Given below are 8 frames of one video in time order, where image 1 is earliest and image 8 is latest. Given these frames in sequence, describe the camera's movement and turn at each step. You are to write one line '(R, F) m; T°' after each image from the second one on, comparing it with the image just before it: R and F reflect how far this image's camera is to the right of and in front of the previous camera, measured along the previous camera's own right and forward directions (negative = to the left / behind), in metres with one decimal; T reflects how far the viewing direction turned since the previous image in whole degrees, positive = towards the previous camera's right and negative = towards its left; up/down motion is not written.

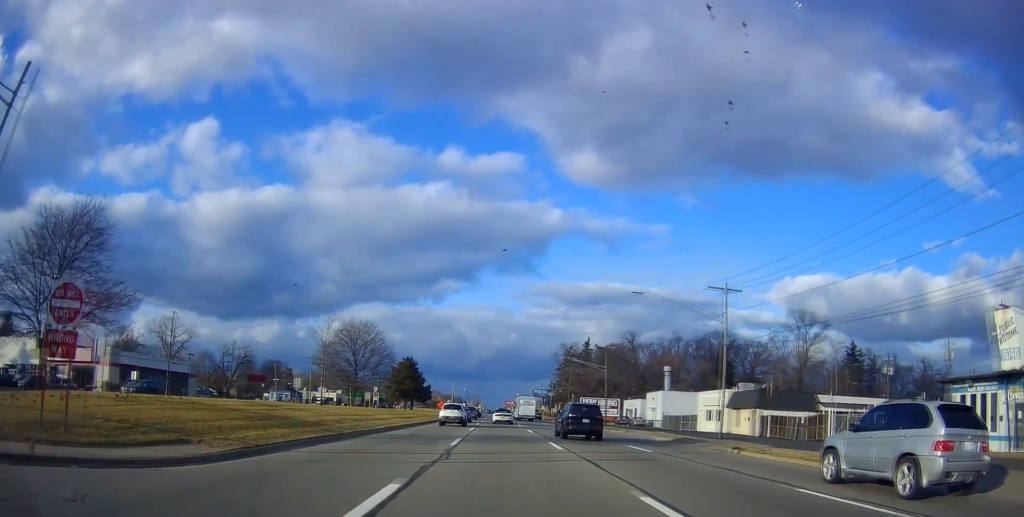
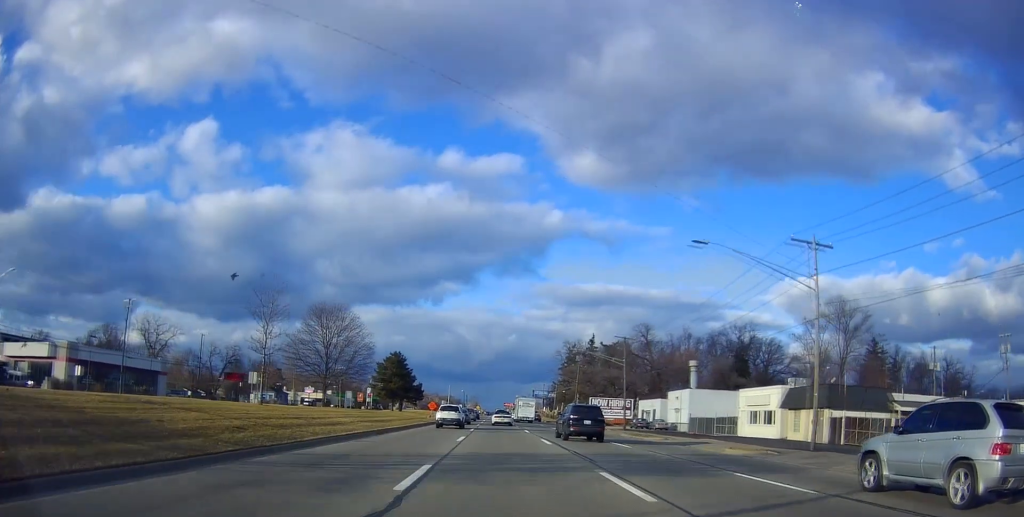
(-0.1, +11.6) m; 0°
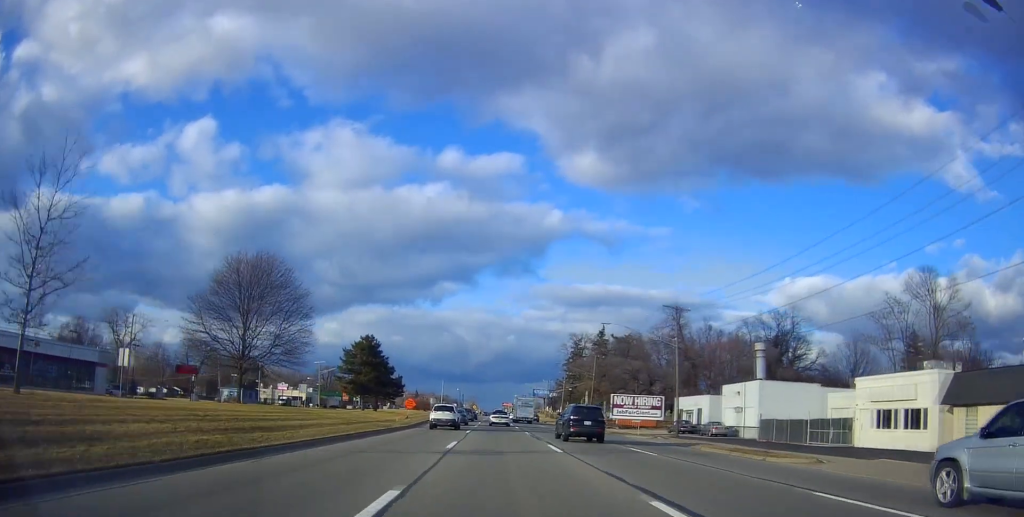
(-0.3, +19.5) m; 0°
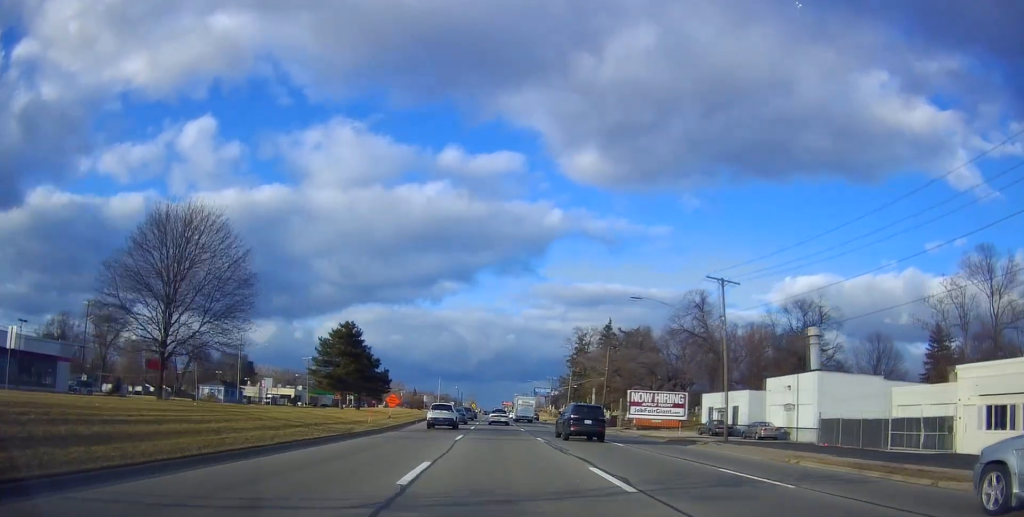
(+0.4, +10.1) m; 0°
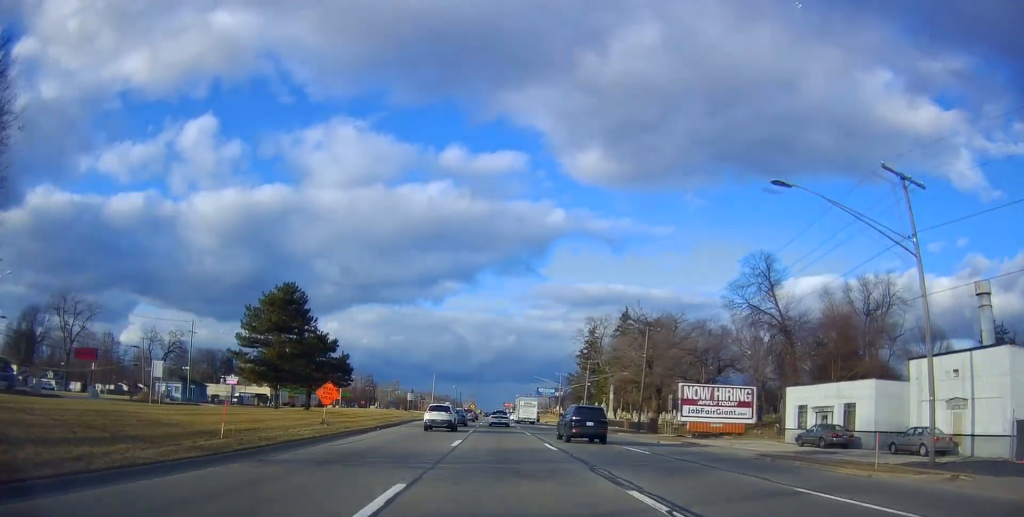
(-0.3, +19.3) m; 0°
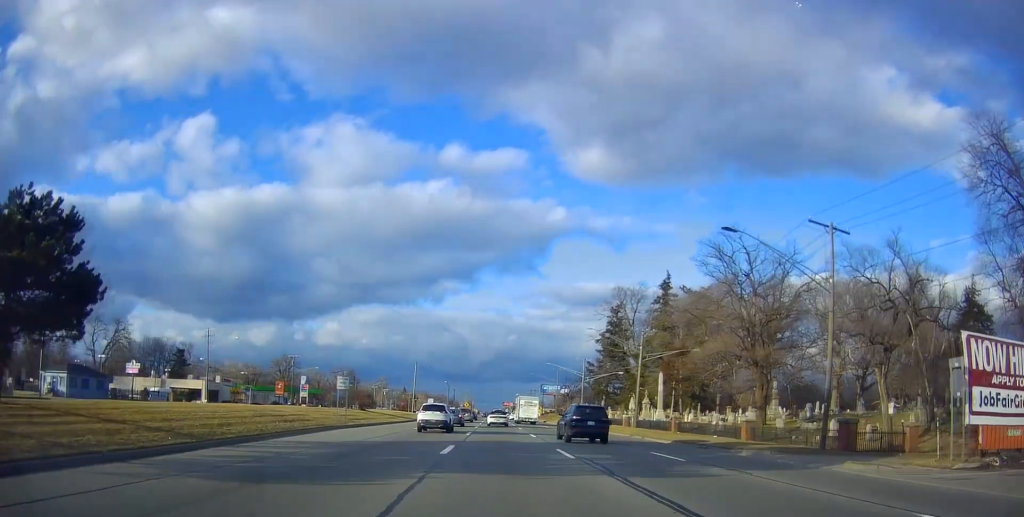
(+0.7, +34.7) m; +2°
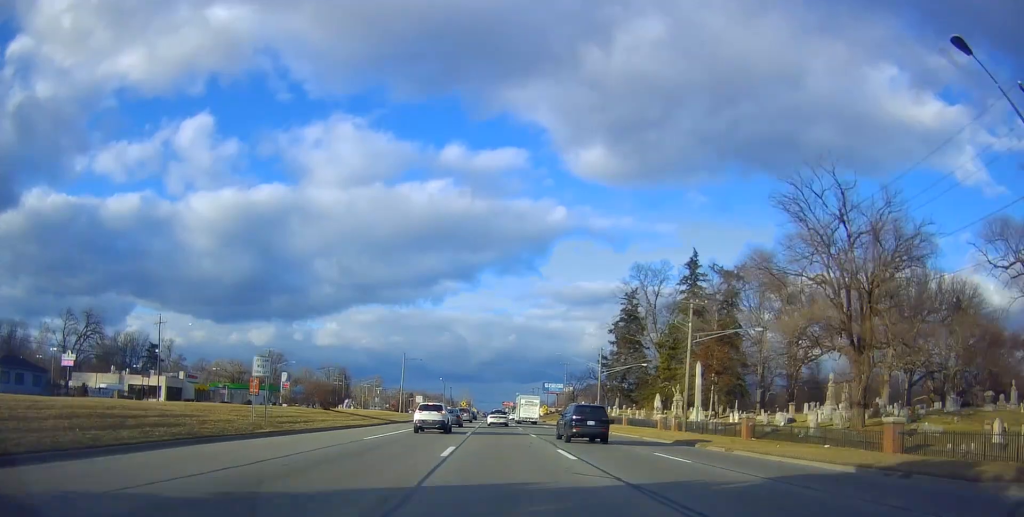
(+0.1, +15.6) m; -1°
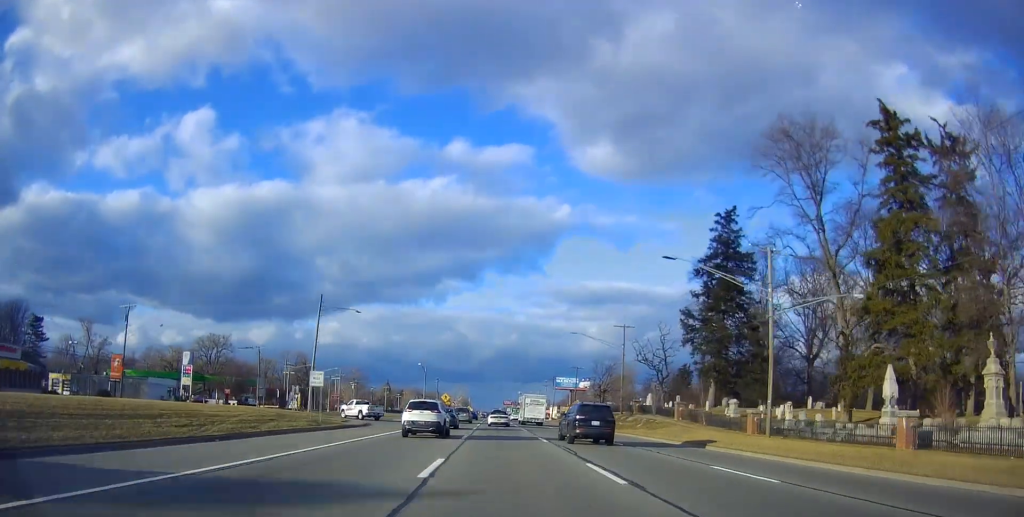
(+0.1, +51.6) m; 0°
